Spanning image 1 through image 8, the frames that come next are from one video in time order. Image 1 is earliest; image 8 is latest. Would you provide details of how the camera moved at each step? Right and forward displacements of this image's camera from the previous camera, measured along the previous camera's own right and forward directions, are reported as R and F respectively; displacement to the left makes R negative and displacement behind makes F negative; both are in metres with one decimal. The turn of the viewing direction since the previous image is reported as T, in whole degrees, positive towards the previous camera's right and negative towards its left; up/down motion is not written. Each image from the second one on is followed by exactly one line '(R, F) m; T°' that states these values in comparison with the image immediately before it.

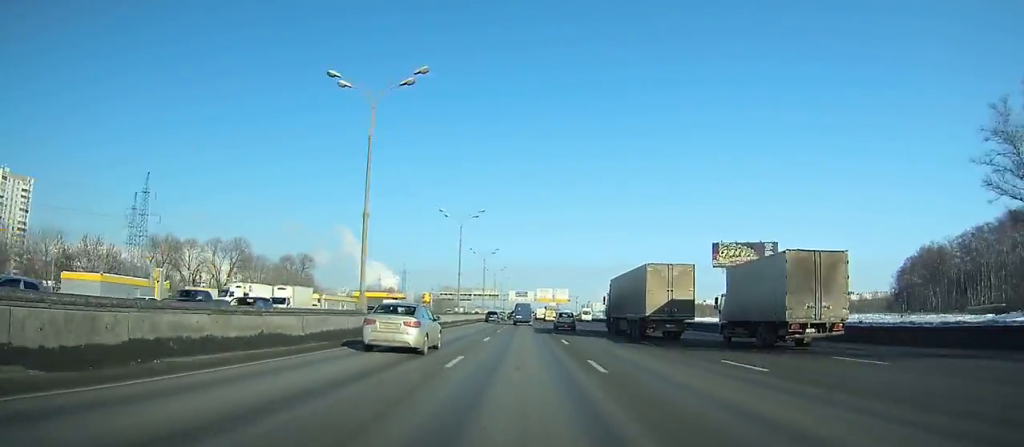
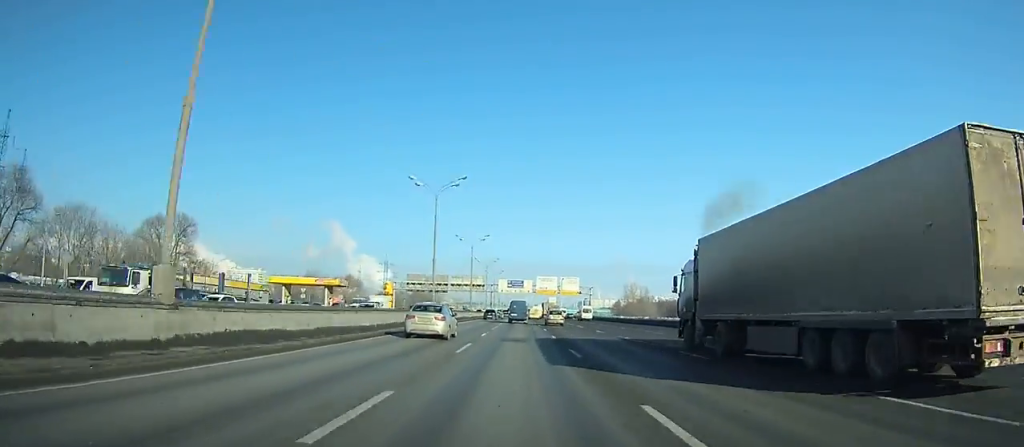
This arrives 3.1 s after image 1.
(-0.2, +55.2) m; 0°
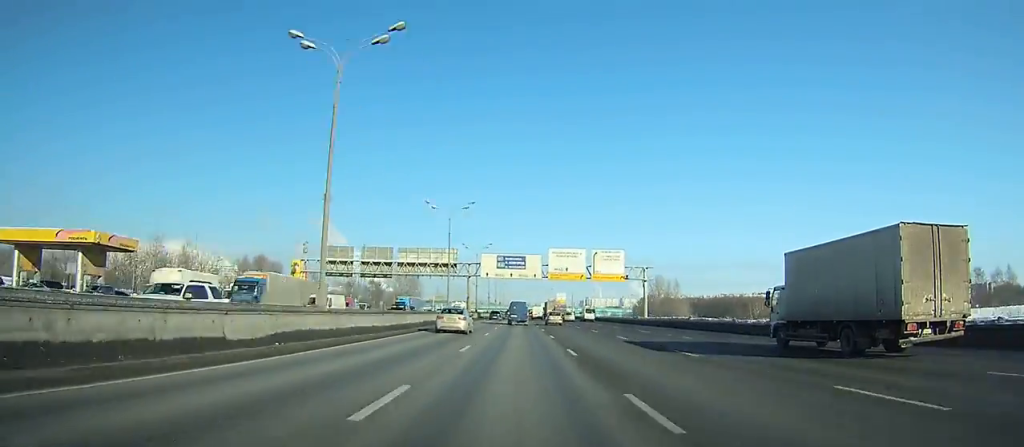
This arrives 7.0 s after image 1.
(+0.3, +68.7) m; +1°
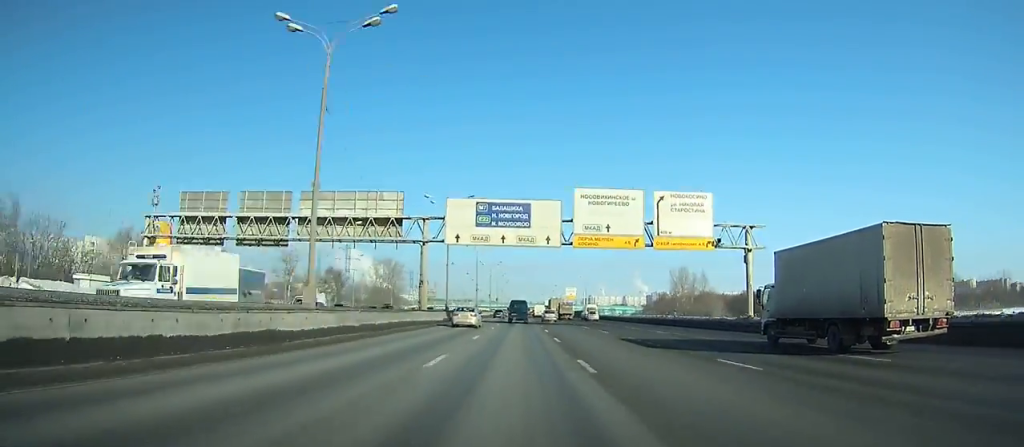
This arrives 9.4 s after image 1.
(+0.3, +42.0) m; 0°
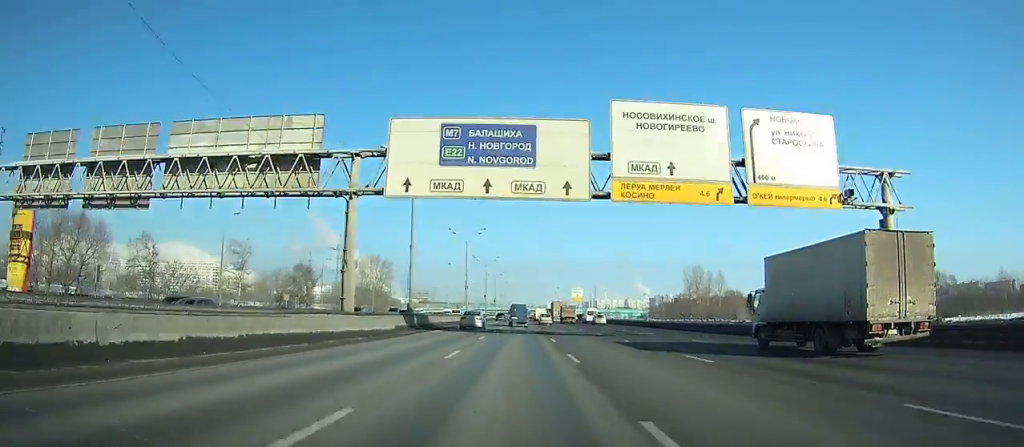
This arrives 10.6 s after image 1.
(0.0, +21.1) m; 0°
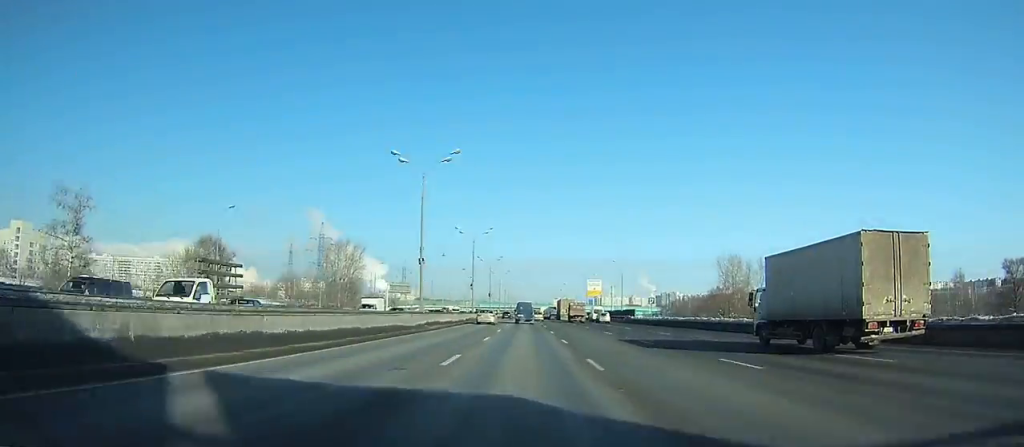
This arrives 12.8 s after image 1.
(-0.1, +38.9) m; 0°
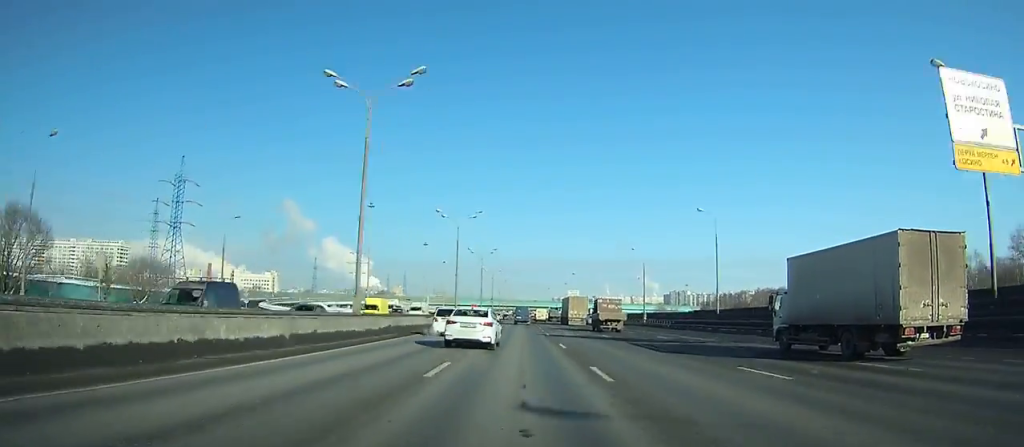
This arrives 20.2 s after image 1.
(-0.3, +137.2) m; 0°
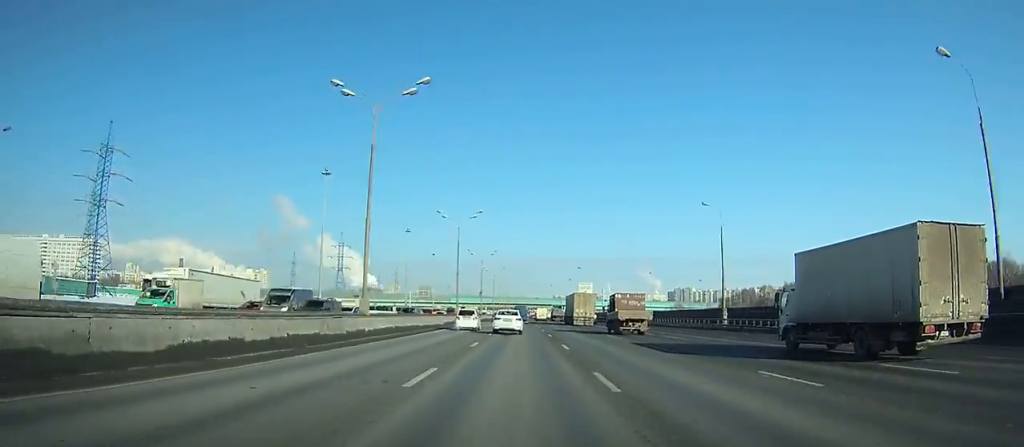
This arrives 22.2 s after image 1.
(0.0, +39.1) m; 0°
